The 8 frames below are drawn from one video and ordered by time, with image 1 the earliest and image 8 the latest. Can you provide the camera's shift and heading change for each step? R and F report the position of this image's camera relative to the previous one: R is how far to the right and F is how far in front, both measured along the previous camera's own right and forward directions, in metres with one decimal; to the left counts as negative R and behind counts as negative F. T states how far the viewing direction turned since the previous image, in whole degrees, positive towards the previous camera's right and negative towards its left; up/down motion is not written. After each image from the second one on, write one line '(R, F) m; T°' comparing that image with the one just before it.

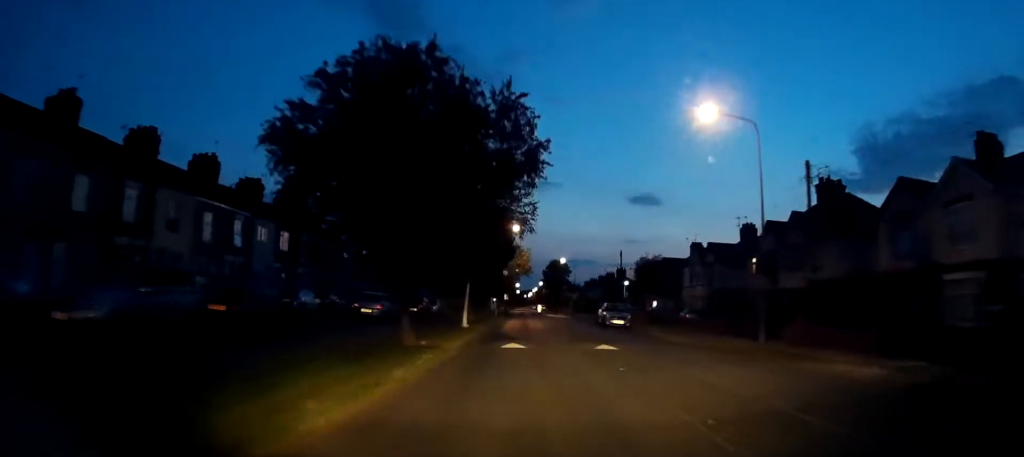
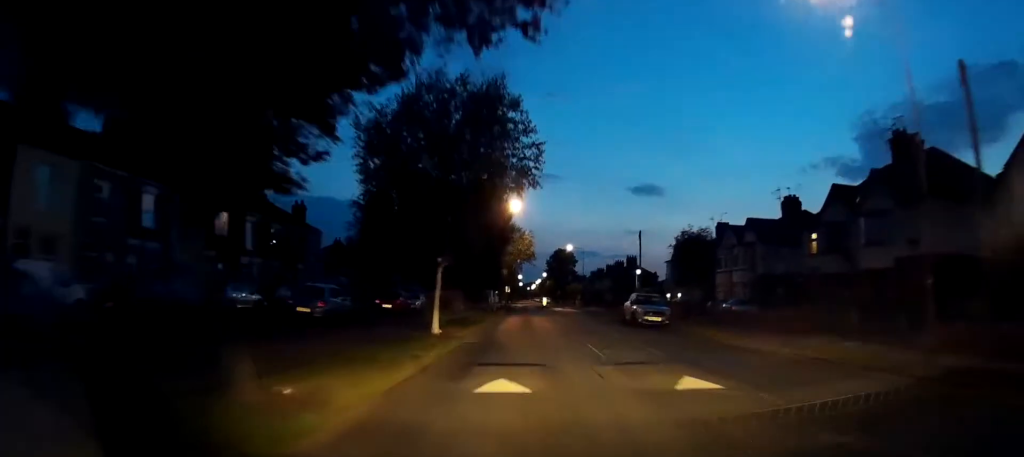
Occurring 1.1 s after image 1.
(0.0, +9.7) m; -1°
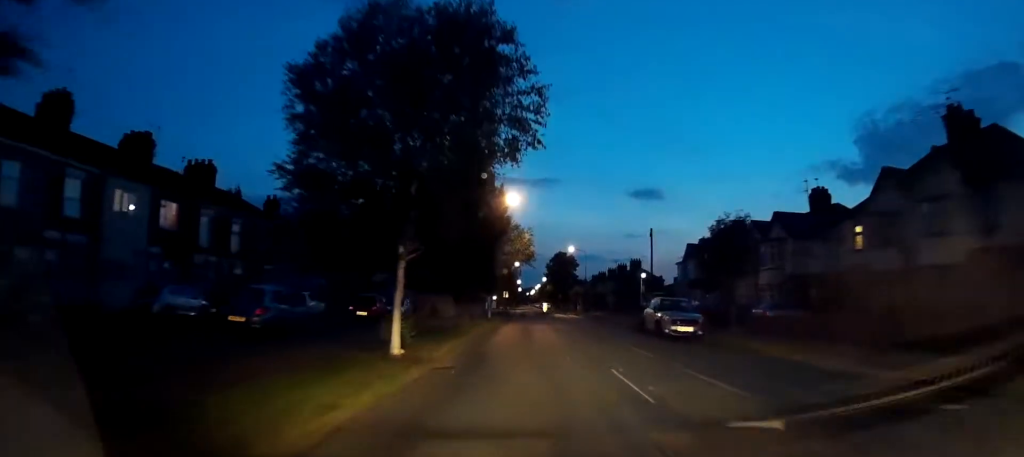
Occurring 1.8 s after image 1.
(0.0, +5.8) m; -2°
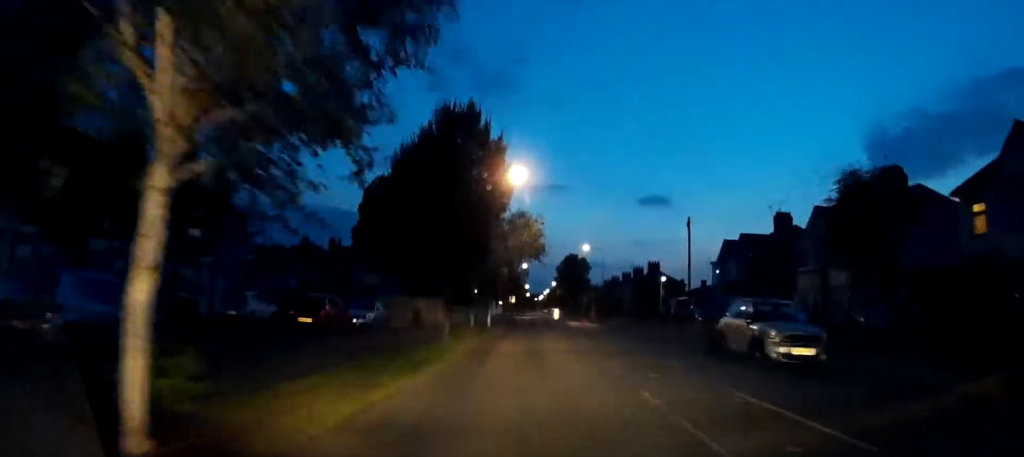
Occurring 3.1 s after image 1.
(-0.4, +9.9) m; -2°
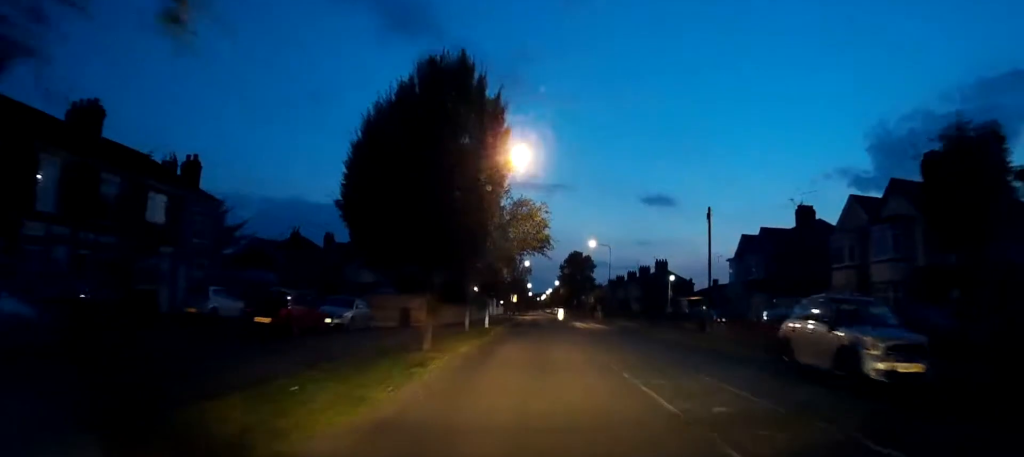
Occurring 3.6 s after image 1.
(0.0, +4.0) m; 0°
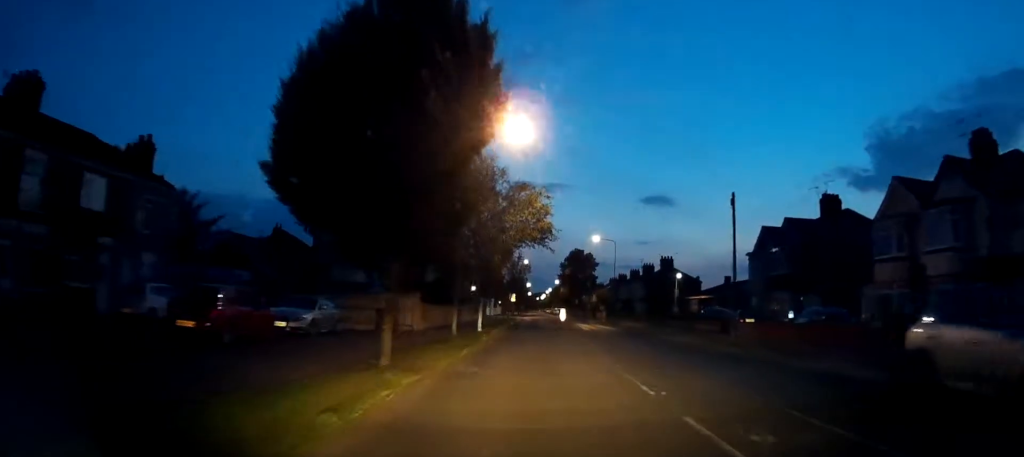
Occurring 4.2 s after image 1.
(0.0, +4.3) m; -1°
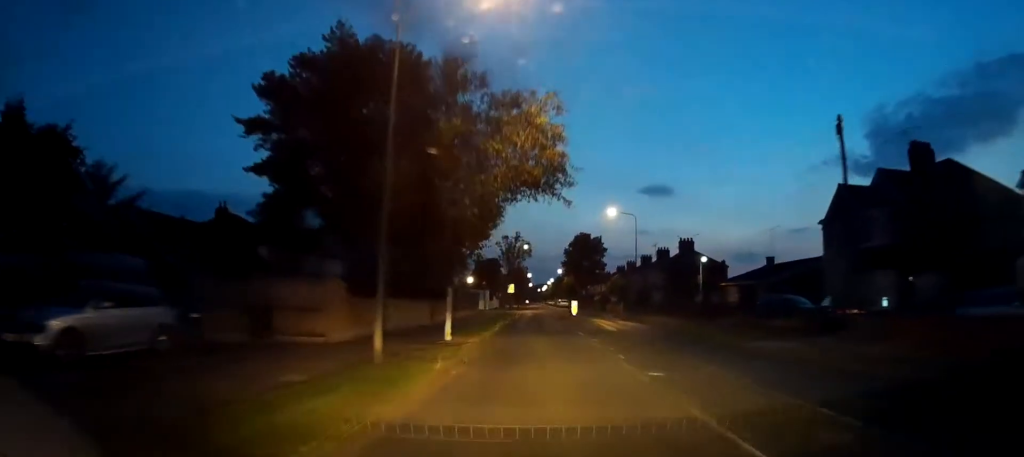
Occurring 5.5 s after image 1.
(-0.1, +10.5) m; +1°
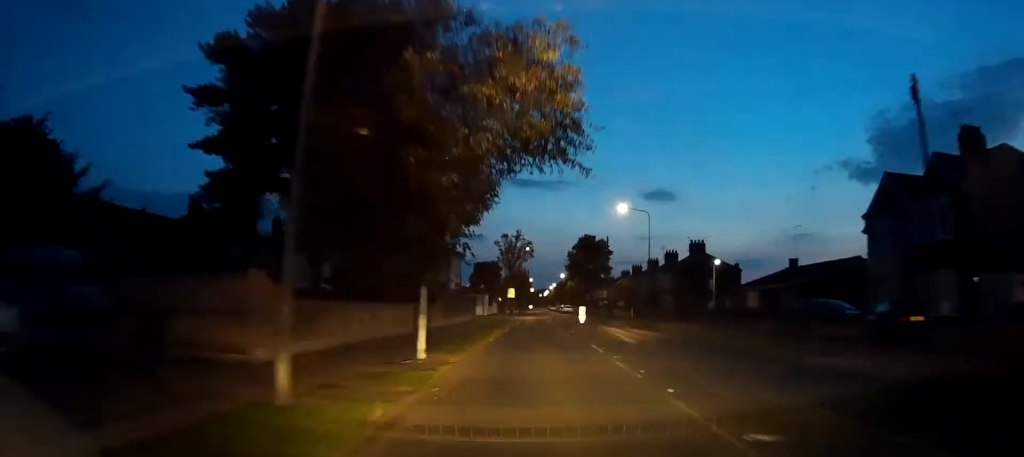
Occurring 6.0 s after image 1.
(0.0, +4.2) m; +1°
